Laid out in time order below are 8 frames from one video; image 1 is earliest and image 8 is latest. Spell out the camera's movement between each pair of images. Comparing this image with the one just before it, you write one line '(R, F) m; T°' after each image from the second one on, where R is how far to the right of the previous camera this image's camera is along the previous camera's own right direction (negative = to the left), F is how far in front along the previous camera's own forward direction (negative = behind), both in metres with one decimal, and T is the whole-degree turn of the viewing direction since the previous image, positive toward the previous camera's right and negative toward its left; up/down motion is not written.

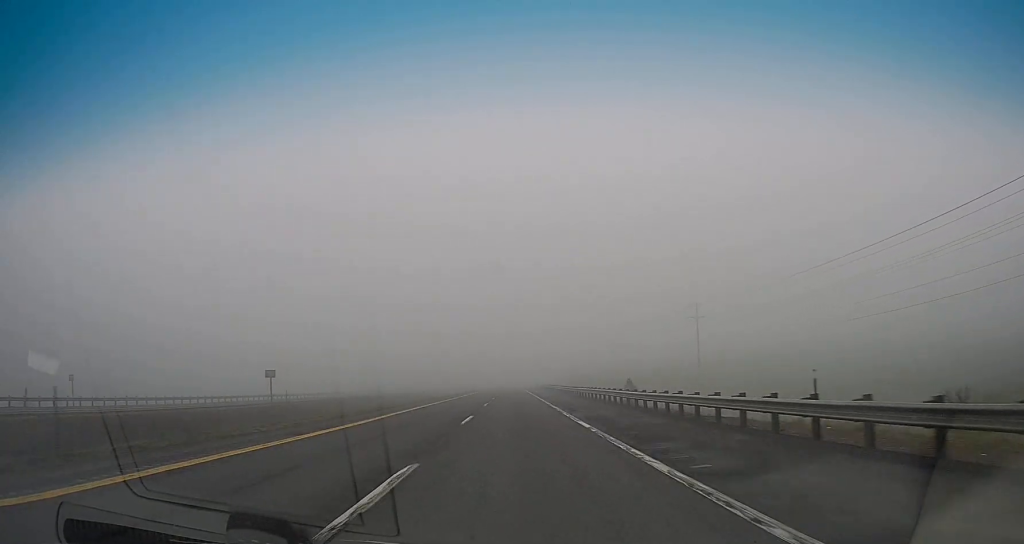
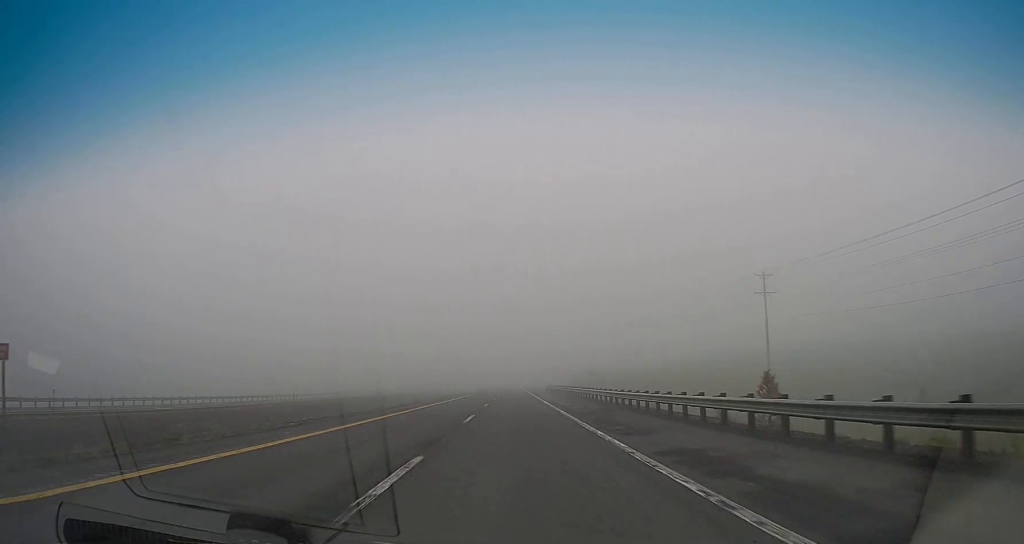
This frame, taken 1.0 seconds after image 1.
(+0.2, +28.2) m; 0°
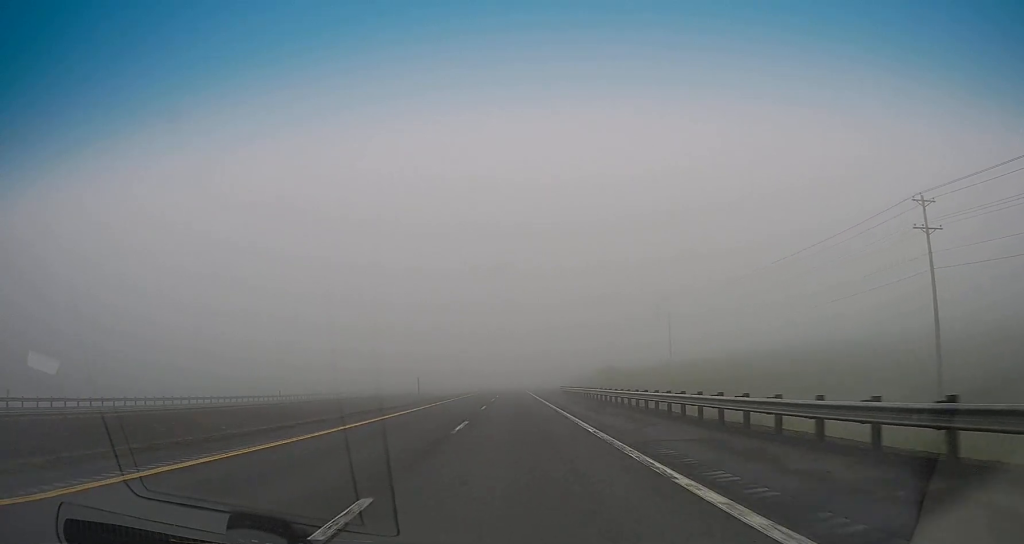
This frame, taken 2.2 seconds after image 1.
(-0.4, +35.1) m; -1°
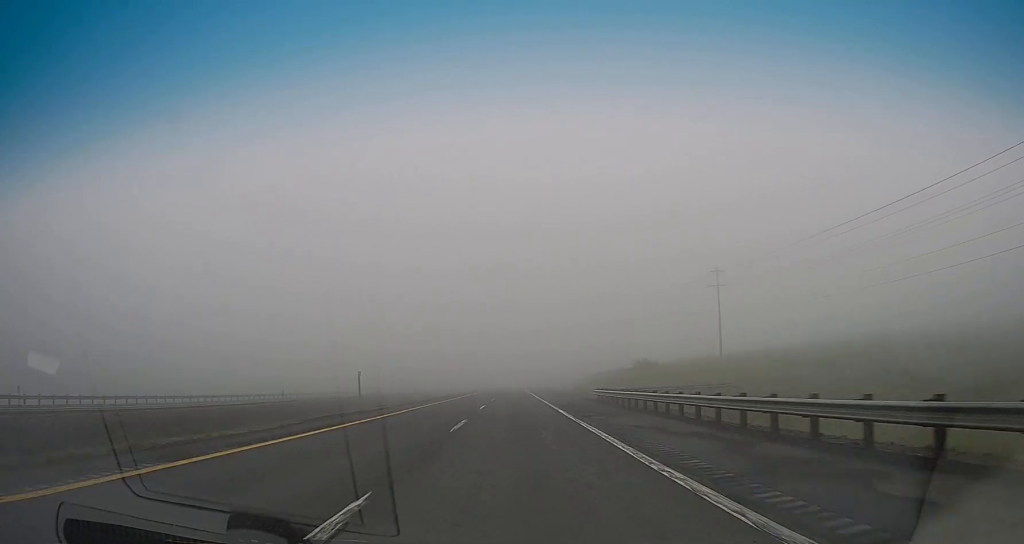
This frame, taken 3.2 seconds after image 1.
(0.0, +33.2) m; +1°
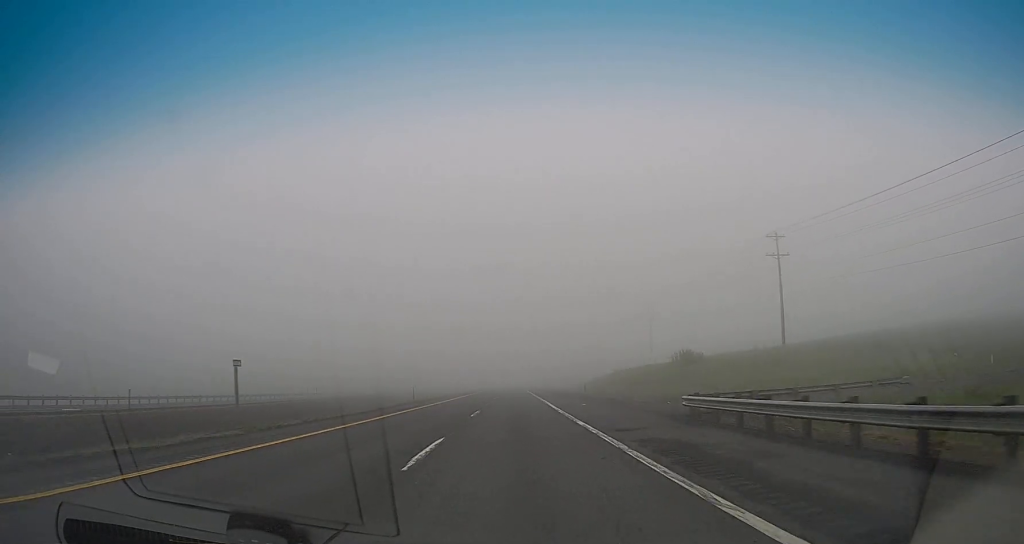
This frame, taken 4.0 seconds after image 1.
(+0.2, +25.4) m; 0°
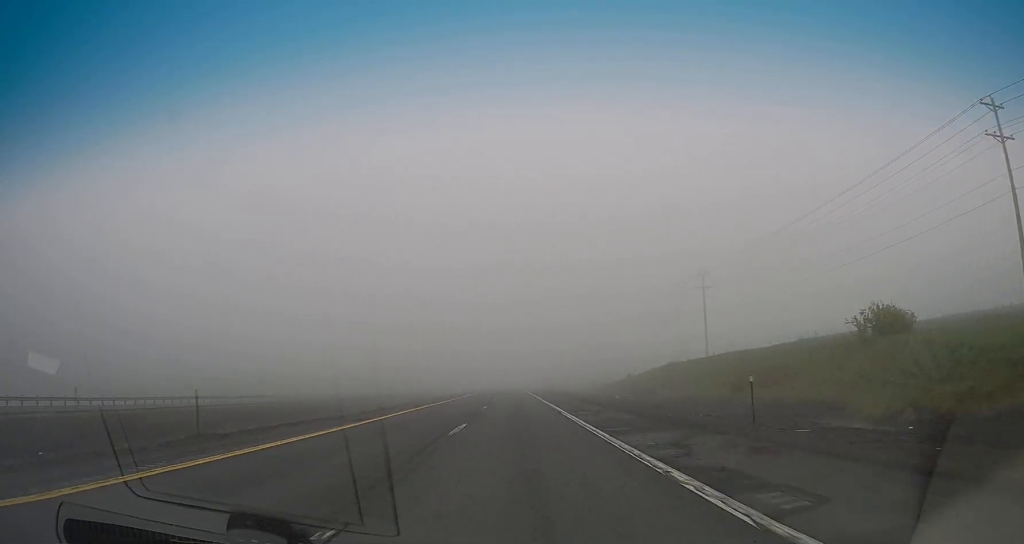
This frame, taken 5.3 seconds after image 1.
(-0.1, +39.5) m; 0°
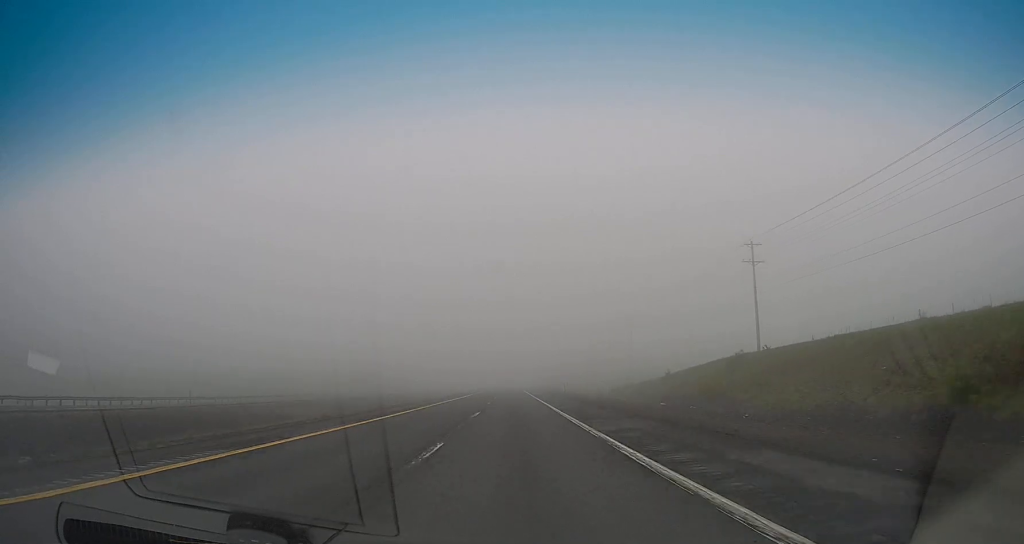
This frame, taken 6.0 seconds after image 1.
(0.0, +21.1) m; 0°
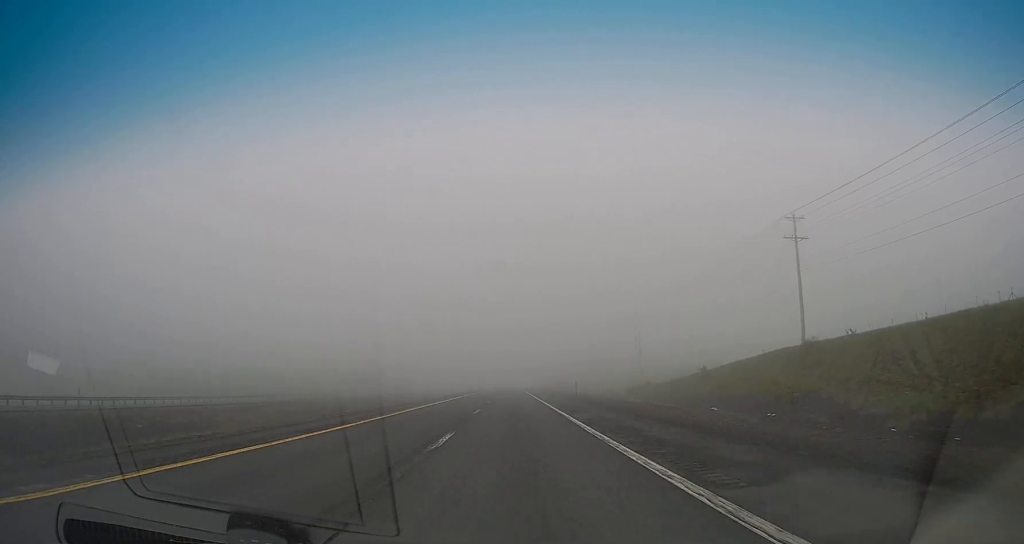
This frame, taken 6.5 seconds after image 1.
(0.0, +11.2) m; 0°
